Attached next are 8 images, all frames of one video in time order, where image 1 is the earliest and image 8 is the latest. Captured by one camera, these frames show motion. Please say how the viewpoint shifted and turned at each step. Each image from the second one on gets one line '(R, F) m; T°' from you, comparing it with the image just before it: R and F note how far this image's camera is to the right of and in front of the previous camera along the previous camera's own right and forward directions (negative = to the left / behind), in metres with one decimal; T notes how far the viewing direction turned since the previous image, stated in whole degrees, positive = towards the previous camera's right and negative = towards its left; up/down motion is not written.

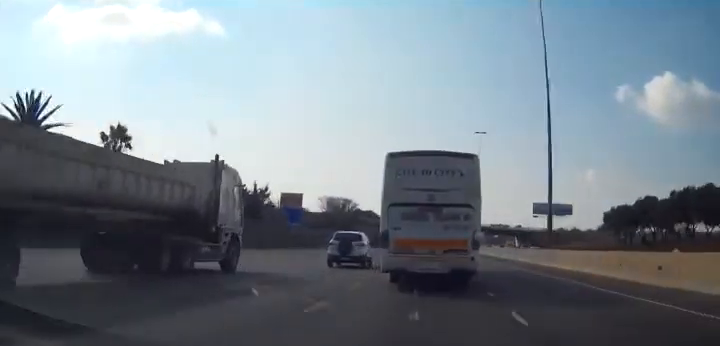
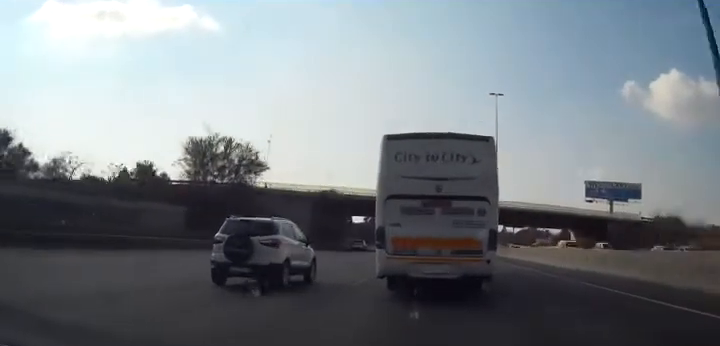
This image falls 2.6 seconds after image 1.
(-0.3, +80.1) m; -1°
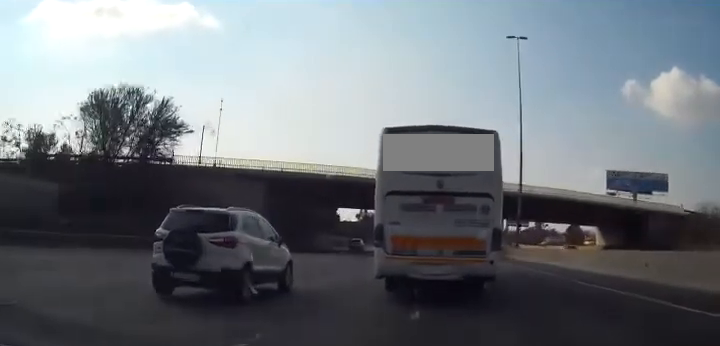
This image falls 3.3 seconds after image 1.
(-0.2, +20.0) m; 0°
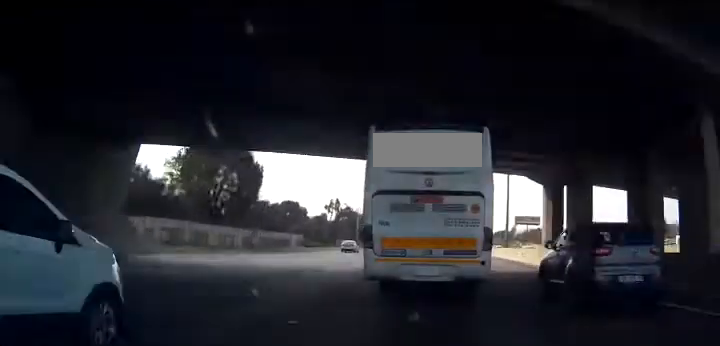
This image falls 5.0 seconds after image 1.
(+0.1, +50.2) m; 0°
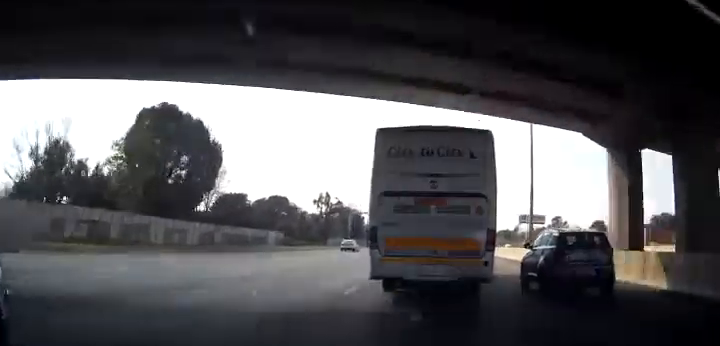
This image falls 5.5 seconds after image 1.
(0.0, +13.6) m; 0°
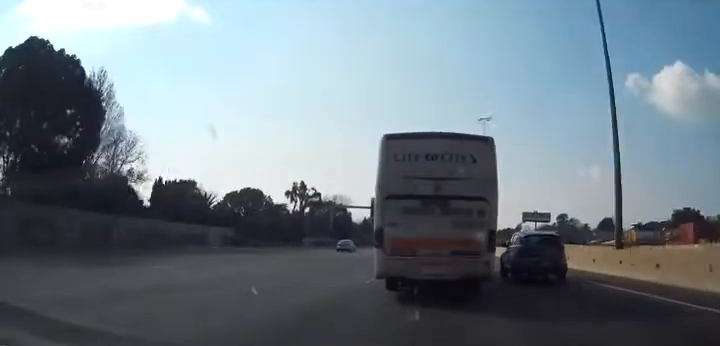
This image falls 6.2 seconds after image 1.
(-0.1, +21.3) m; -1°
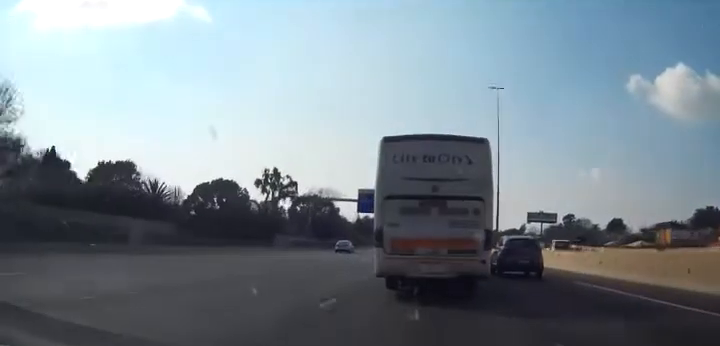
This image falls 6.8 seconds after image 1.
(-0.1, +17.4) m; 0°
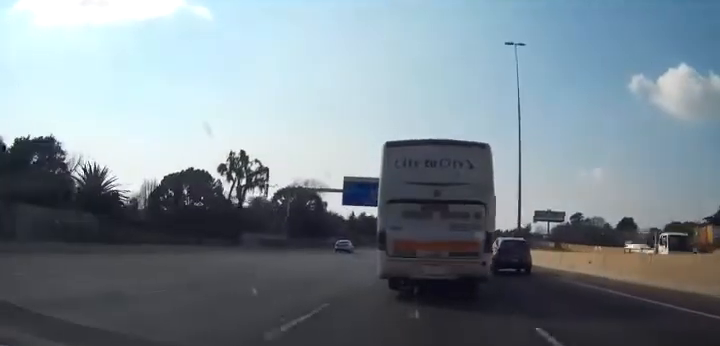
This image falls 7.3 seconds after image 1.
(-0.1, +15.5) m; 0°
